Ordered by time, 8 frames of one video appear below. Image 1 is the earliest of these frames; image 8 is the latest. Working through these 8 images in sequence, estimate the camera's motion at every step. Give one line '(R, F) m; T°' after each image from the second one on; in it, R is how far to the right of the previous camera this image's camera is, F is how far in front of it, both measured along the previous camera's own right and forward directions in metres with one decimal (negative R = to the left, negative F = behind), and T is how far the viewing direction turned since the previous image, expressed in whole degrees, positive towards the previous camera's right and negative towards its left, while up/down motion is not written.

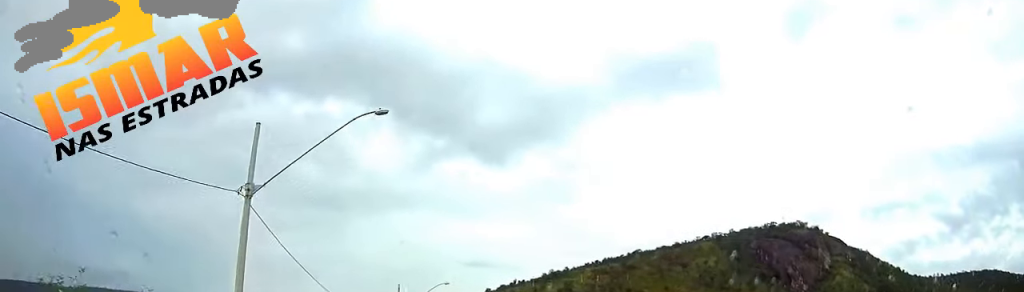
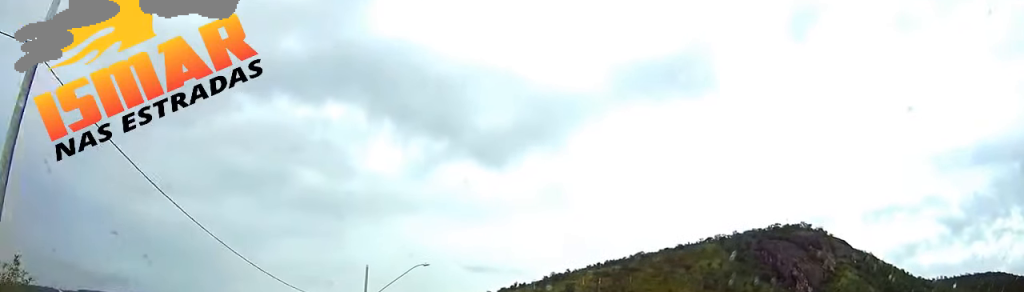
(0.0, +11.4) m; -1°
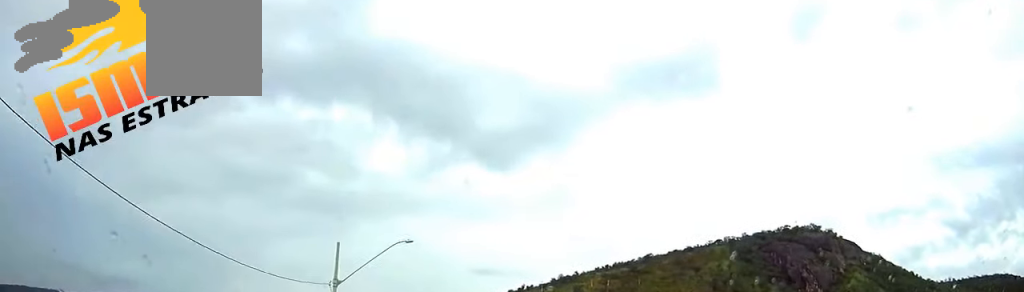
(0.0, +8.7) m; -1°
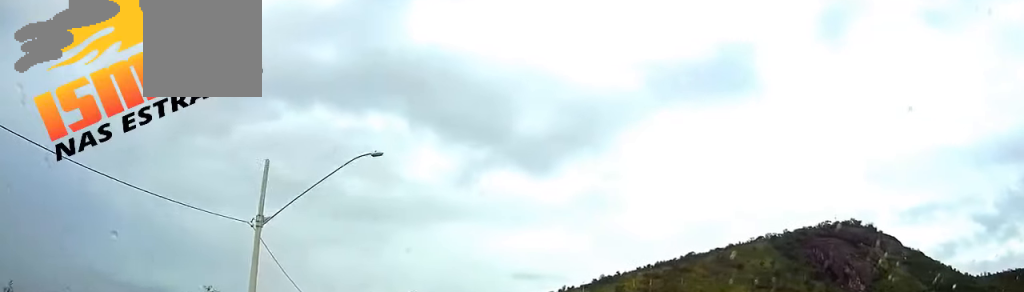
(-0.2, +15.7) m; -2°
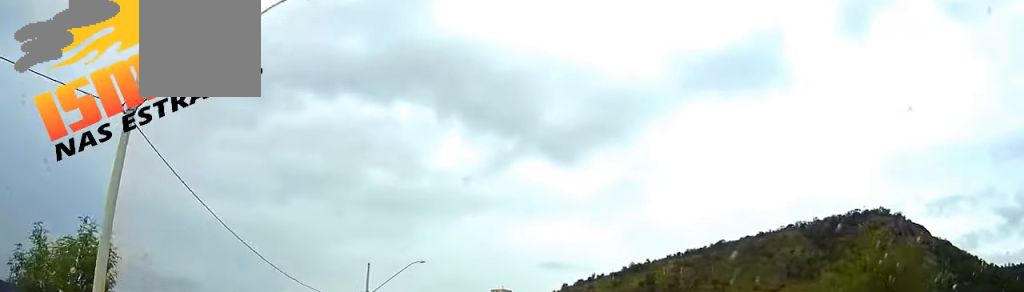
(-0.2, +10.6) m; -2°
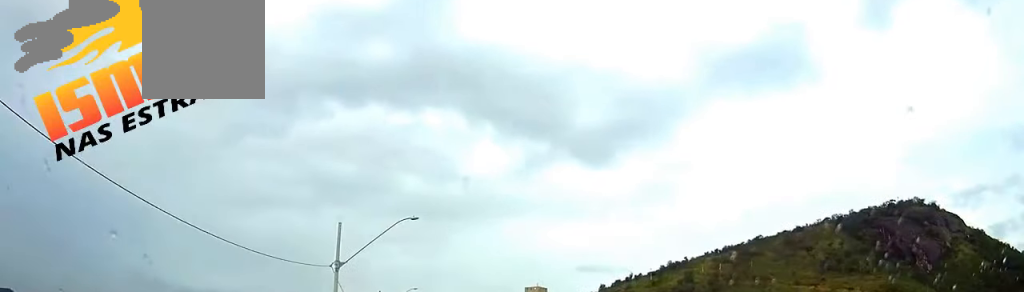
(-0.4, +15.9) m; -3°
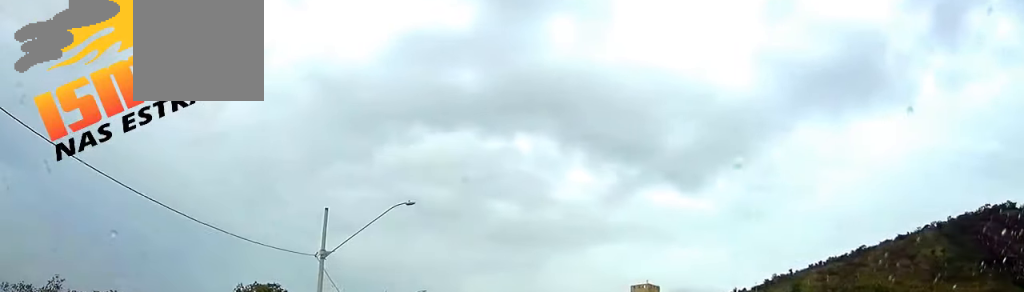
(-3.7, +44.8) m; -9°
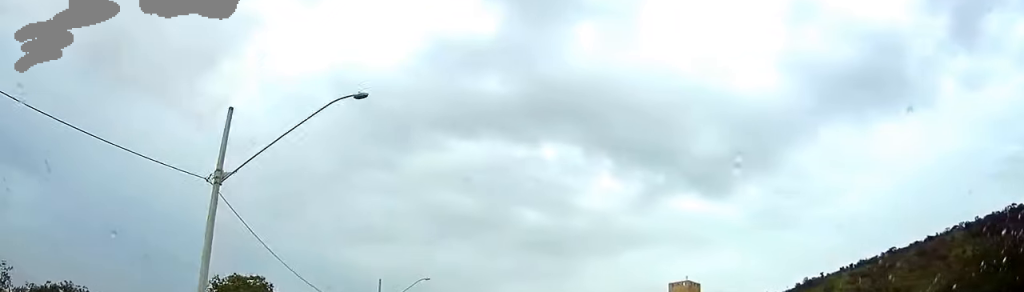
(-0.2, +13.9) m; -2°
